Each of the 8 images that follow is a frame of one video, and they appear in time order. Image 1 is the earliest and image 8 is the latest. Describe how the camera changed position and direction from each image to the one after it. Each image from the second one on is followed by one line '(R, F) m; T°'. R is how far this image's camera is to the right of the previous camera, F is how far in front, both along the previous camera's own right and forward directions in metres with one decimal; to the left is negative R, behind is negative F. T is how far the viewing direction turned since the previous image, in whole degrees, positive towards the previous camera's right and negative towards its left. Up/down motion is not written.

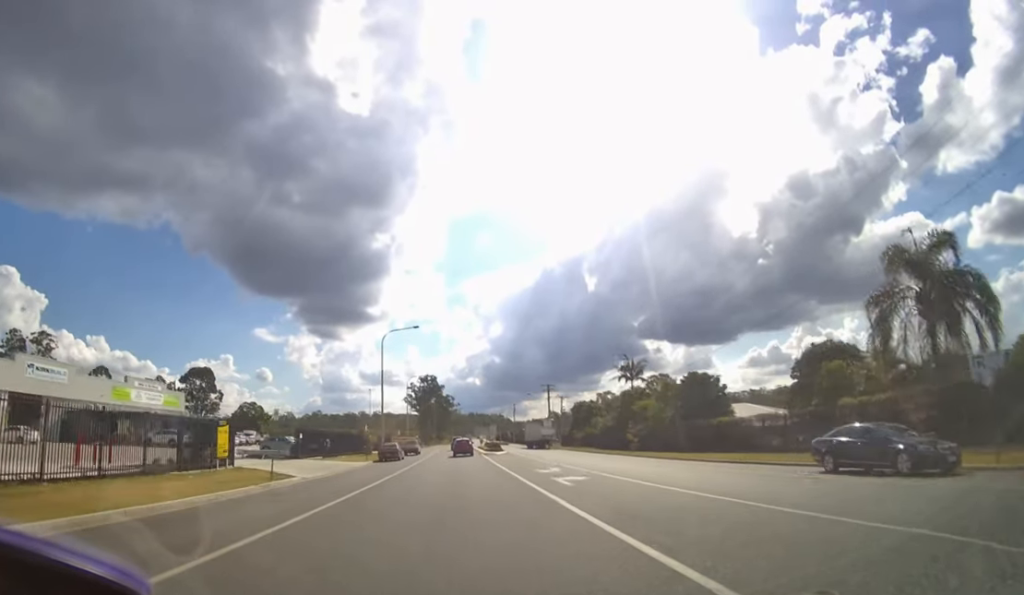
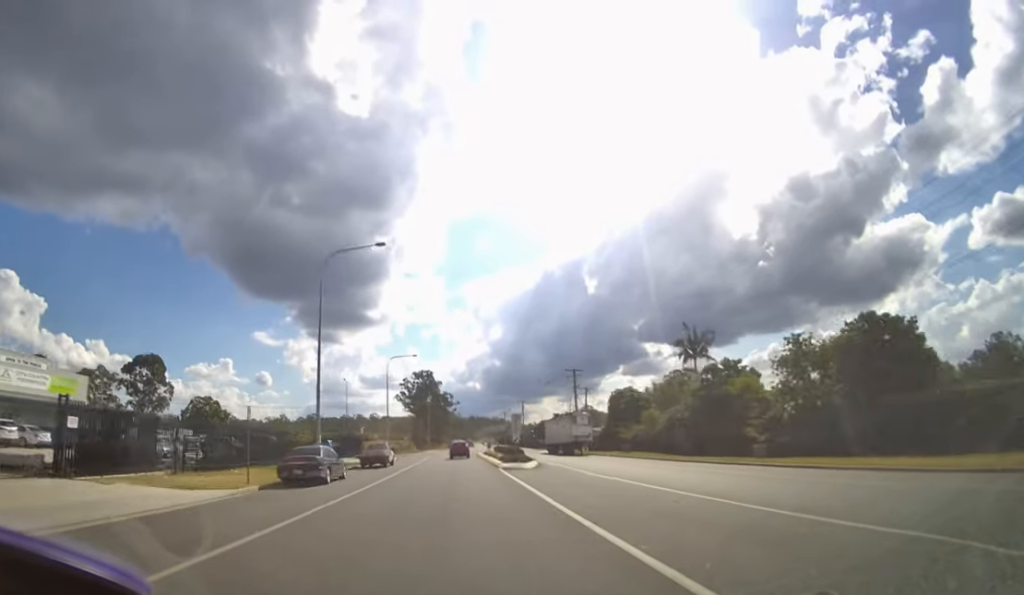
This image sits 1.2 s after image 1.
(0.0, +21.0) m; 0°
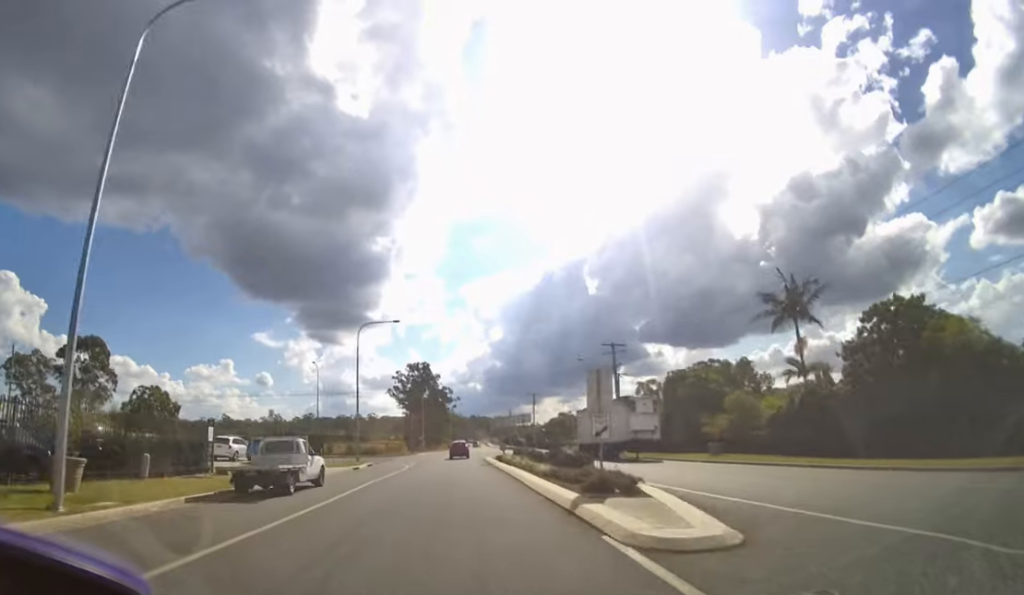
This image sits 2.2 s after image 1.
(0.0, +16.4) m; 0°
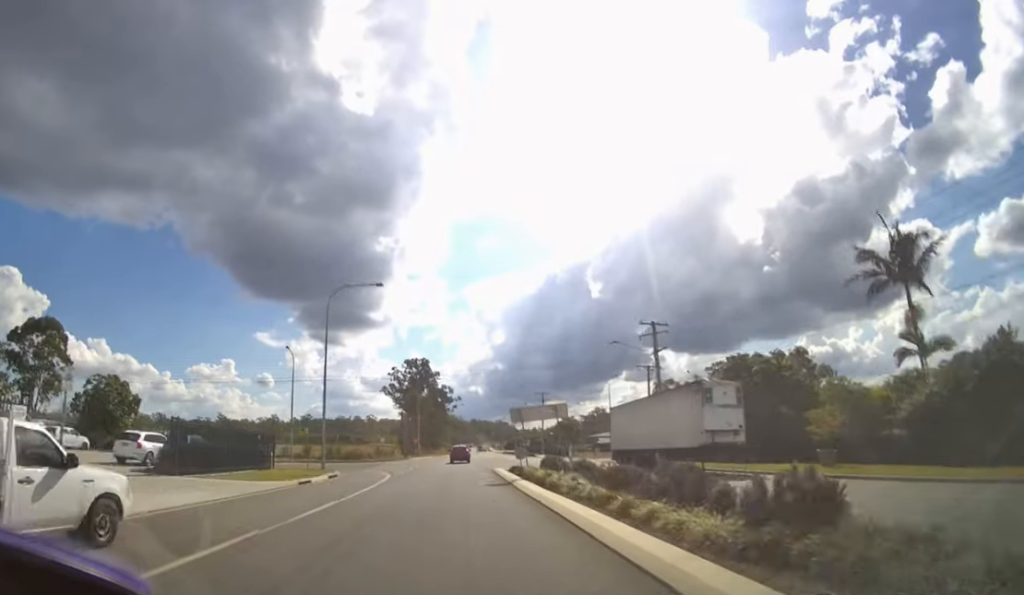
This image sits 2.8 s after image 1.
(0.0, +9.1) m; 0°
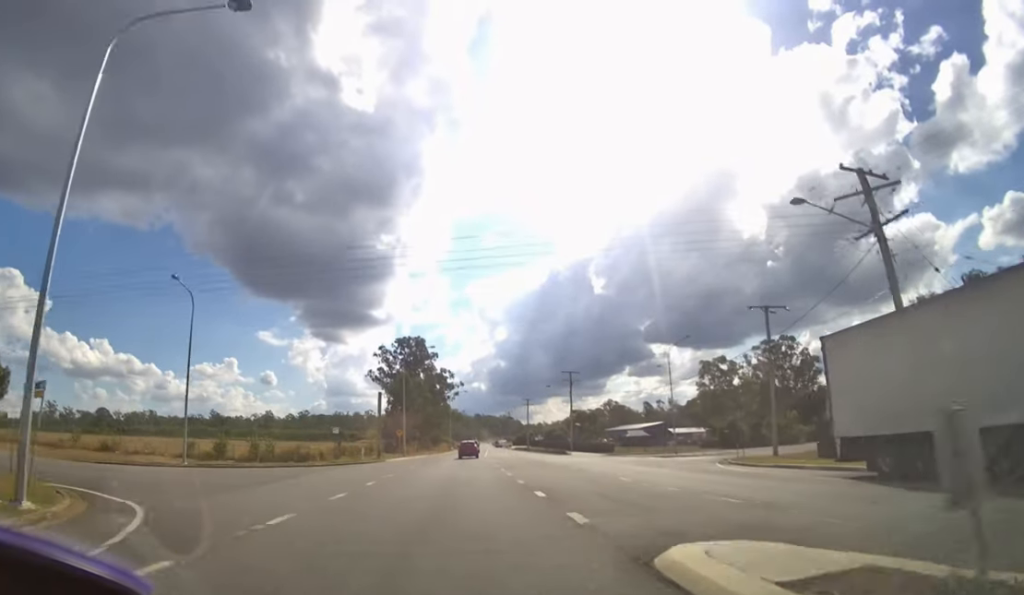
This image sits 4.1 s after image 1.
(0.0, +20.0) m; 0°
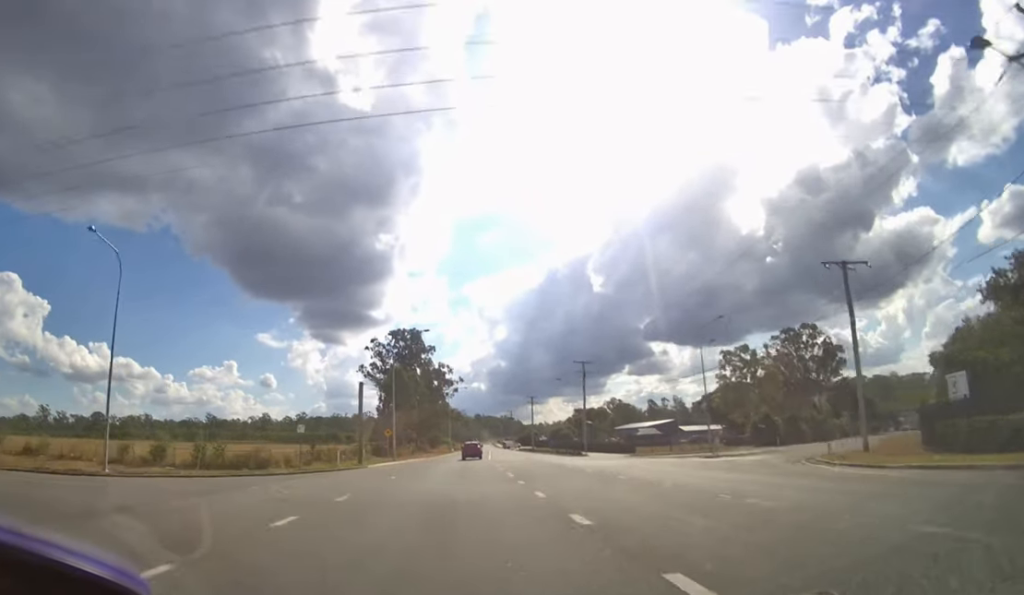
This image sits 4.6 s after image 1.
(0.0, +7.5) m; 0°
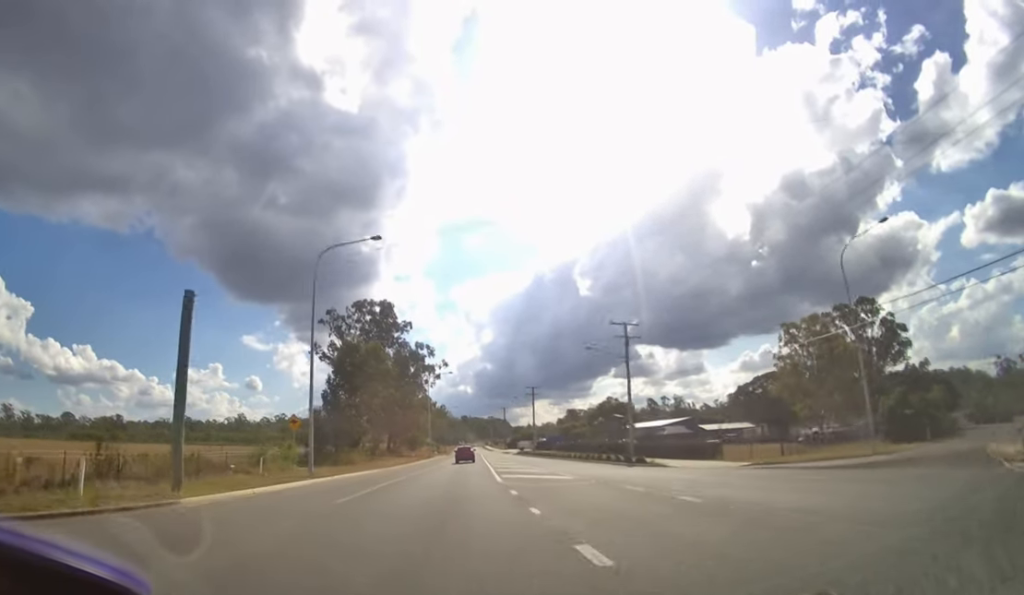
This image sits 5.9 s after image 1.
(+0.1, +22.1) m; +1°
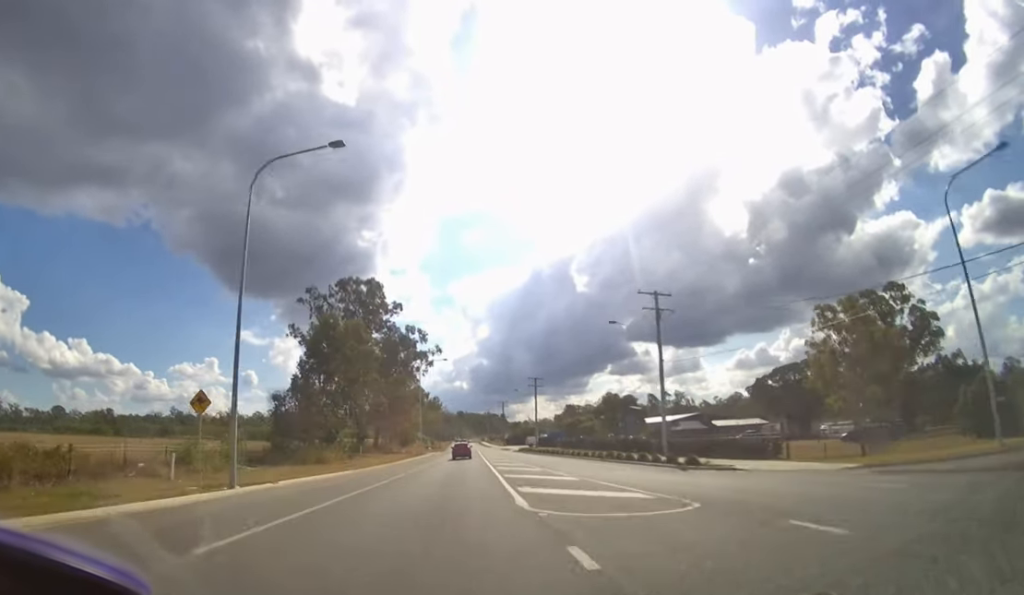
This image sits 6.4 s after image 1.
(0.0, +9.1) m; 0°
